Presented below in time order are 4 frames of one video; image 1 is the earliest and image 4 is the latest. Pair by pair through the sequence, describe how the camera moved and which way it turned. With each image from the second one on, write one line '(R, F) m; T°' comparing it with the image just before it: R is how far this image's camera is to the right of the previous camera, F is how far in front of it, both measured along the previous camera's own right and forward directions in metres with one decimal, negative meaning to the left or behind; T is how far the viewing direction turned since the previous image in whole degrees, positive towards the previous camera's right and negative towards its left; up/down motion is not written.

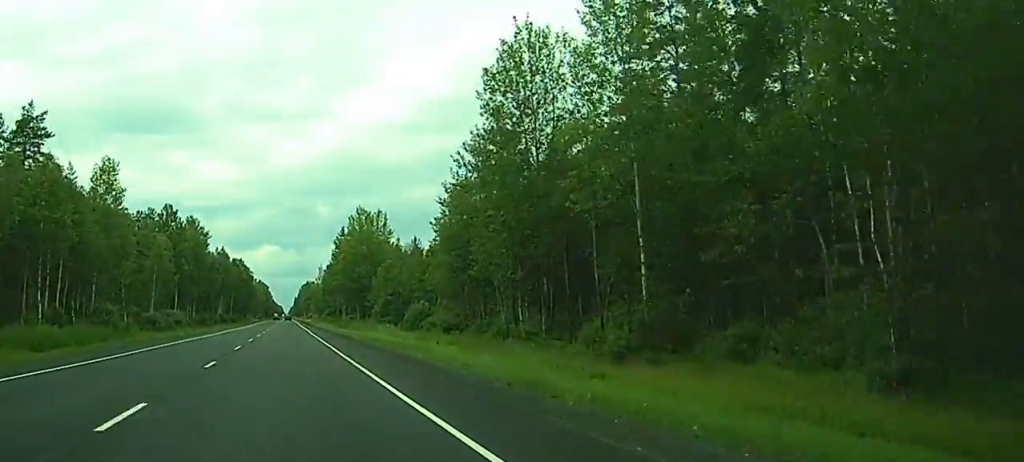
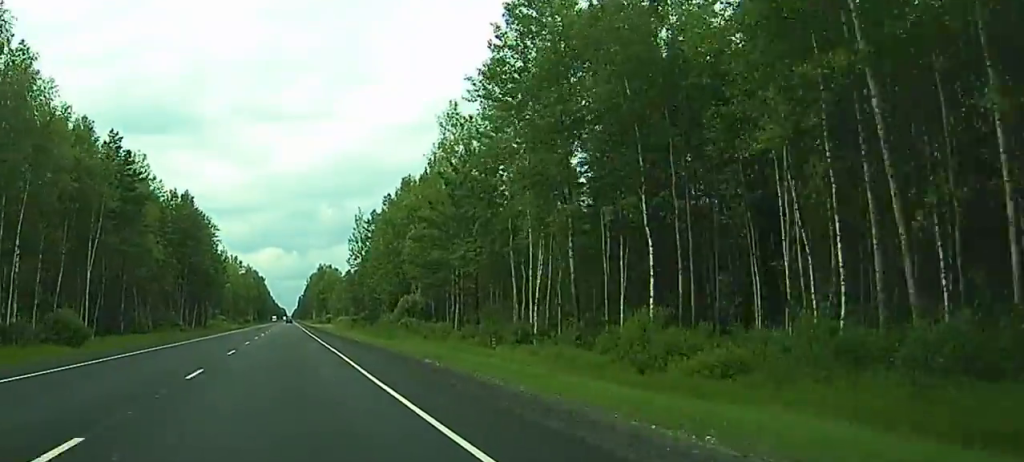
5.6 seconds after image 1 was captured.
(-0.1, +158.5) m; 0°
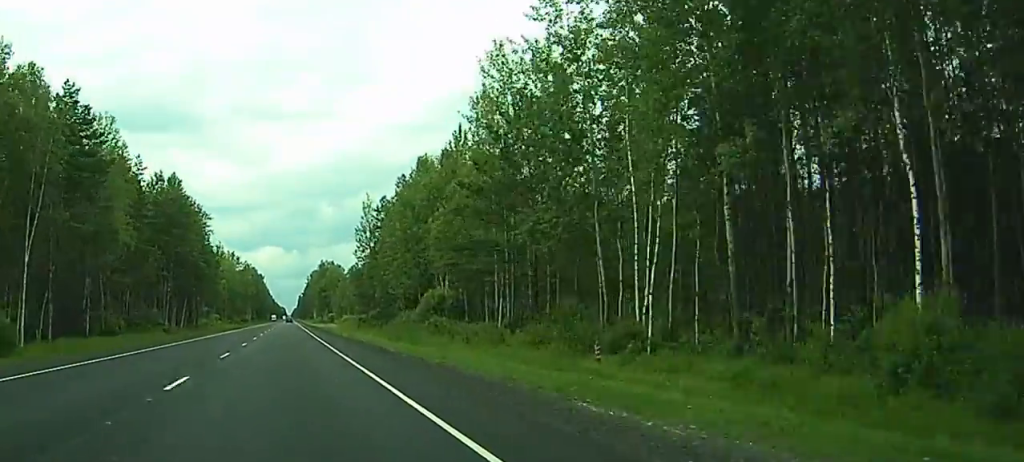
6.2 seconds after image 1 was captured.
(0.0, +15.1) m; 0°
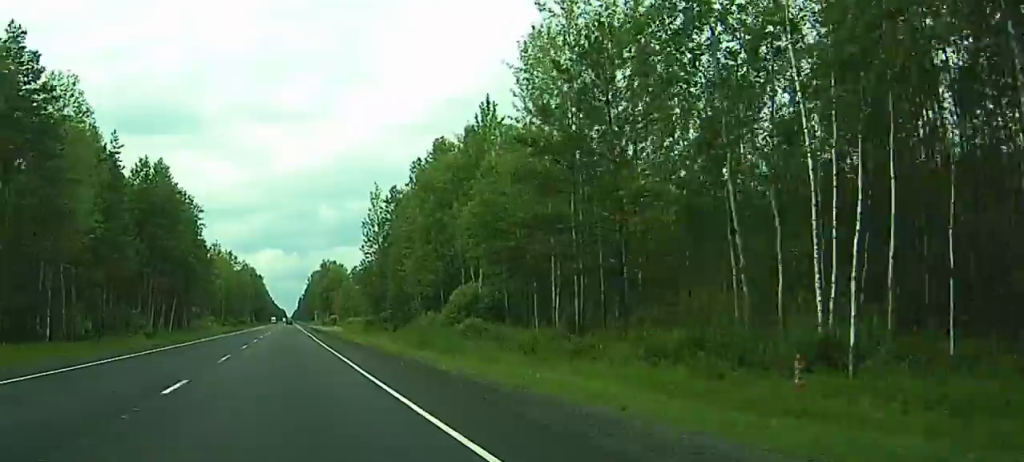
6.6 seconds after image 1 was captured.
(0.0, +12.3) m; 0°
